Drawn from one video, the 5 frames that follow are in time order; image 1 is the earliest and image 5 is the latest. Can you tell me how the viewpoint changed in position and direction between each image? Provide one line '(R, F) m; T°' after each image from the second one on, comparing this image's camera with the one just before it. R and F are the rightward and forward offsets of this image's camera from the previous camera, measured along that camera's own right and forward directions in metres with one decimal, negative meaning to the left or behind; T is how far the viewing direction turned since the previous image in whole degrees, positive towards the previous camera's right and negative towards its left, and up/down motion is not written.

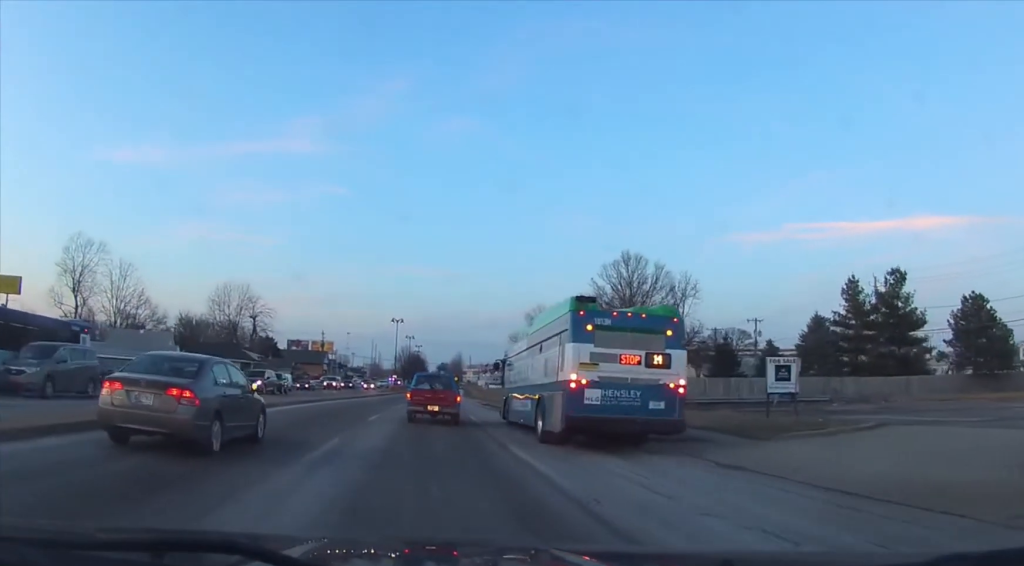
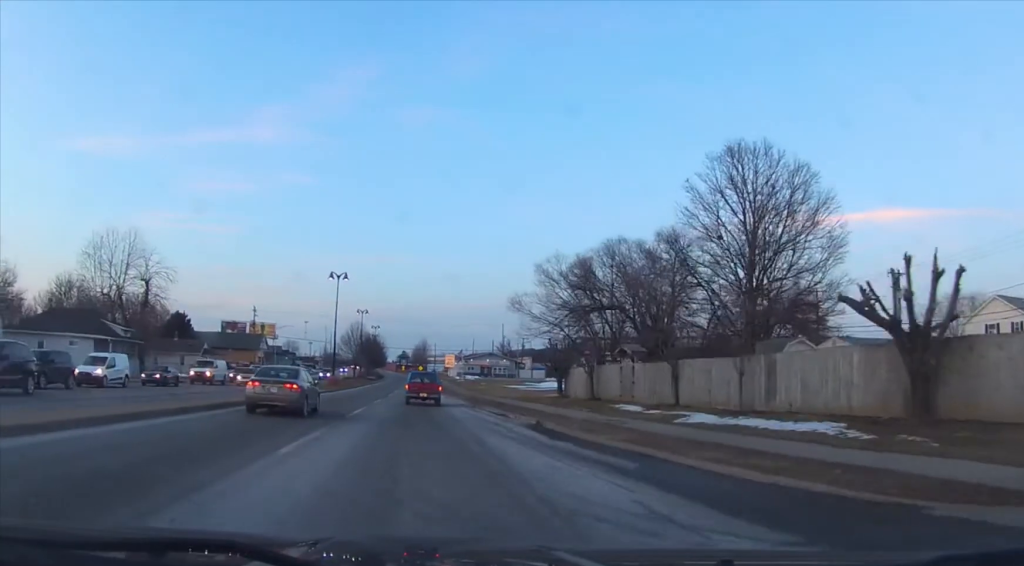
(+0.9, +33.2) m; +4°
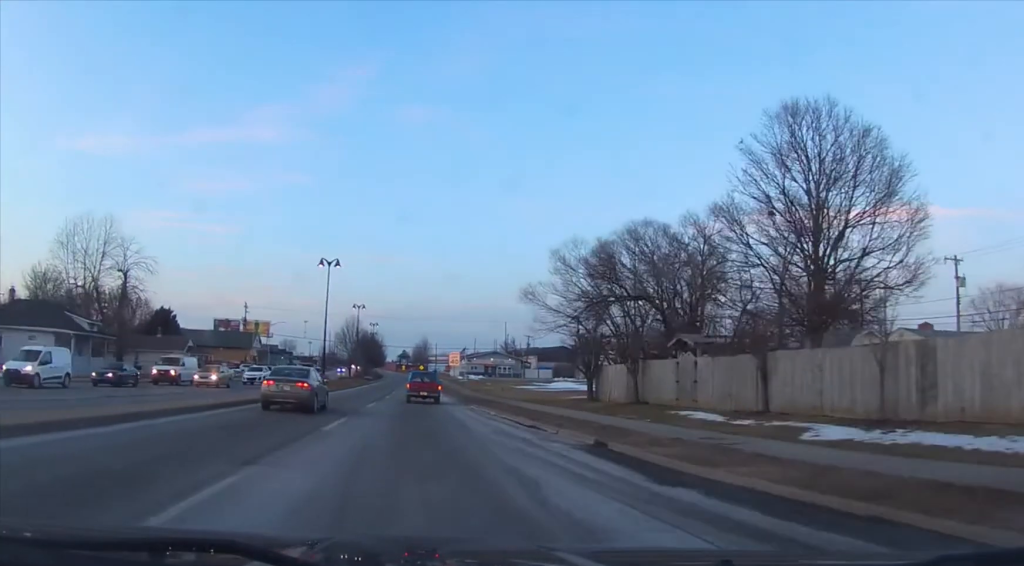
(0.0, +7.1) m; -1°
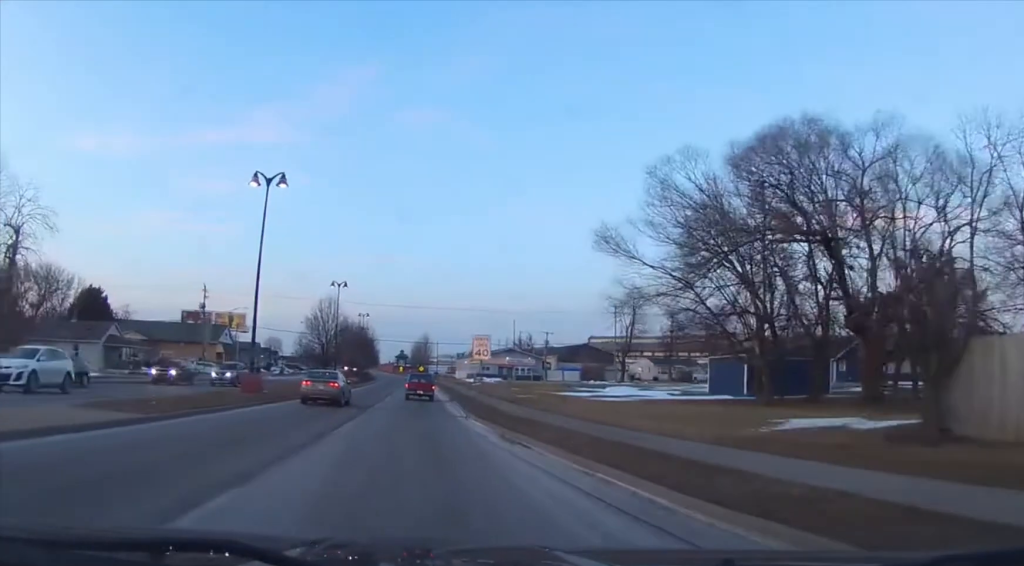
(+0.1, +24.5) m; +2°
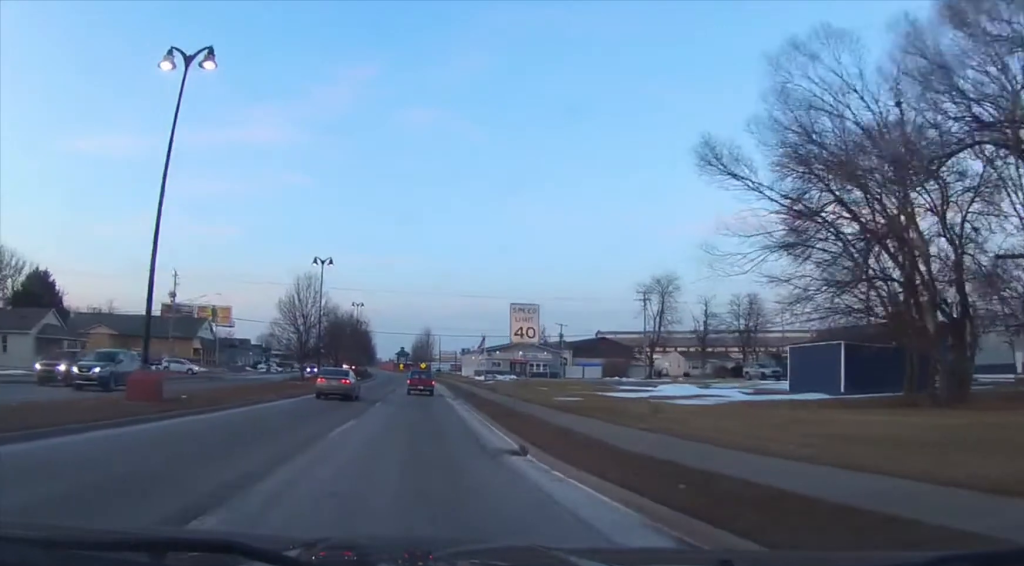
(+0.2, +13.2) m; +1°
